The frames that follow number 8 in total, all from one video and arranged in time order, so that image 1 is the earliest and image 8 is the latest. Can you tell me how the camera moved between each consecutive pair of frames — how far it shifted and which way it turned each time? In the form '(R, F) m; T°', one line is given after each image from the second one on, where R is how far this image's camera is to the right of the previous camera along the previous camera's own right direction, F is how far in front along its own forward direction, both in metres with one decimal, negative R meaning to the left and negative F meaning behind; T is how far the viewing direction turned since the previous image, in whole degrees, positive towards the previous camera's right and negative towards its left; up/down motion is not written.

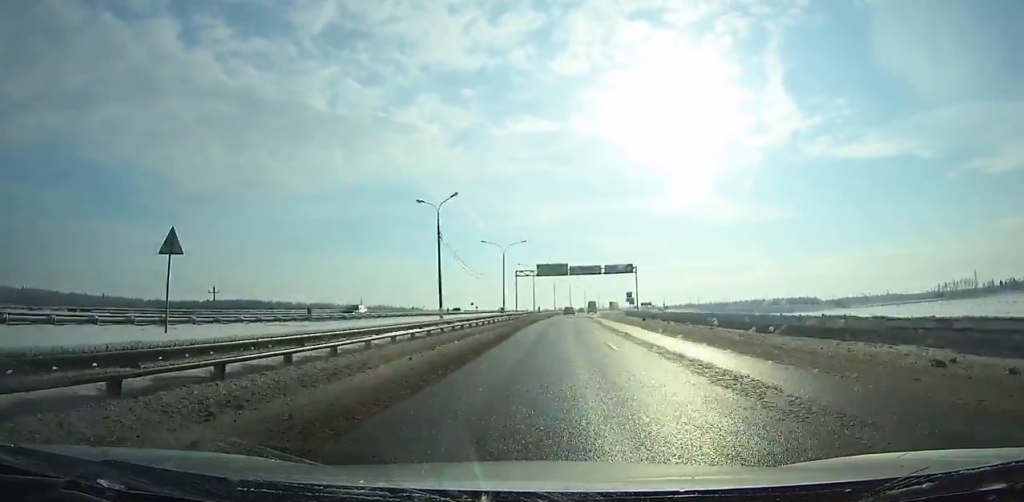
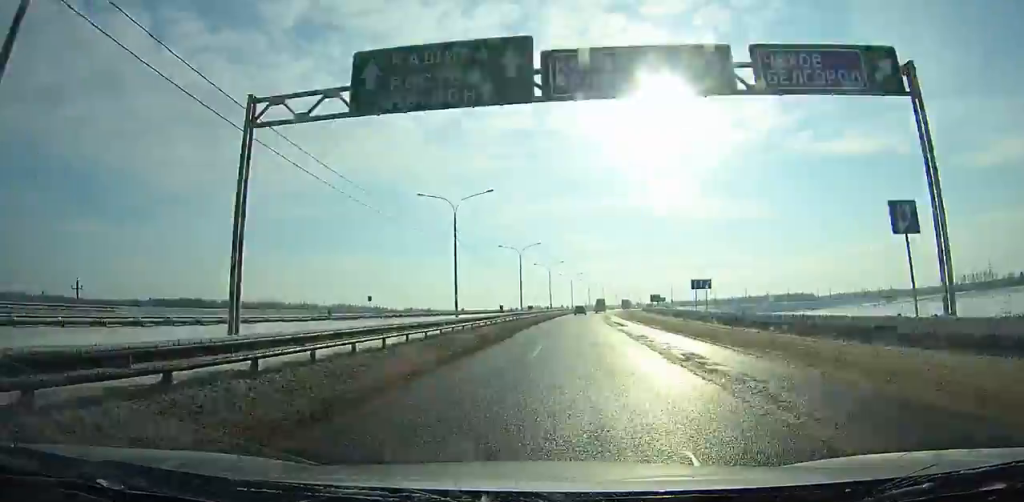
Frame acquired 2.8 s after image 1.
(+1.5, +79.7) m; +3°
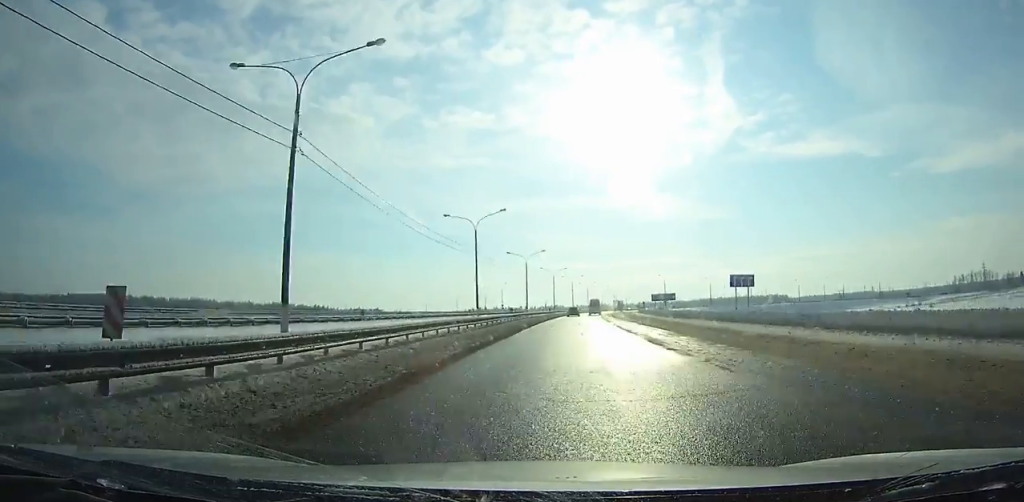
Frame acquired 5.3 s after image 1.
(+1.7, +70.5) m; +3°
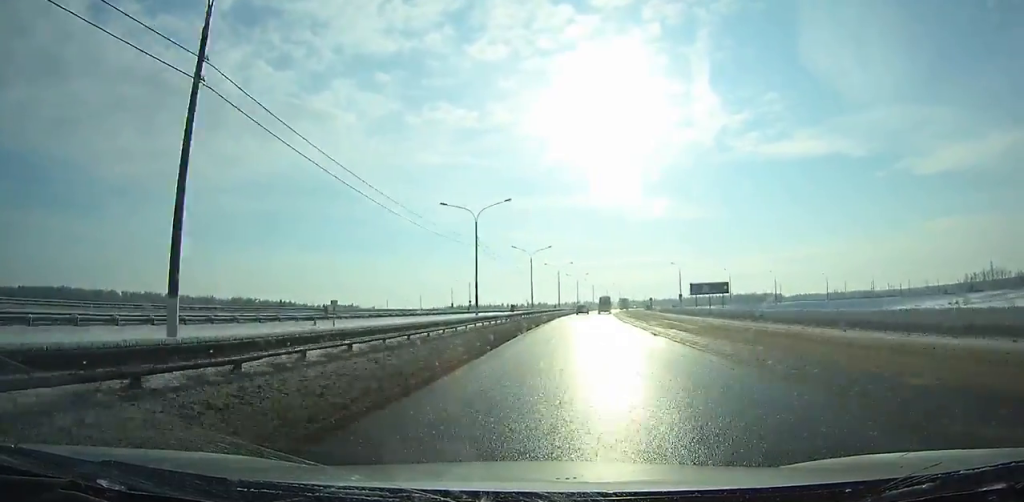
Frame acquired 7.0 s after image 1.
(+1.3, +47.3) m; +2°
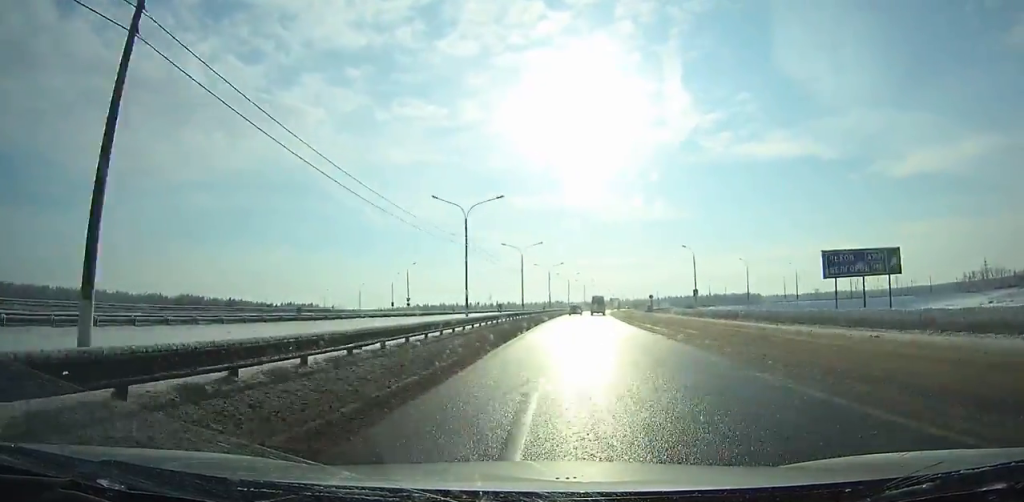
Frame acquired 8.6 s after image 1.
(+0.1, +44.5) m; +2°
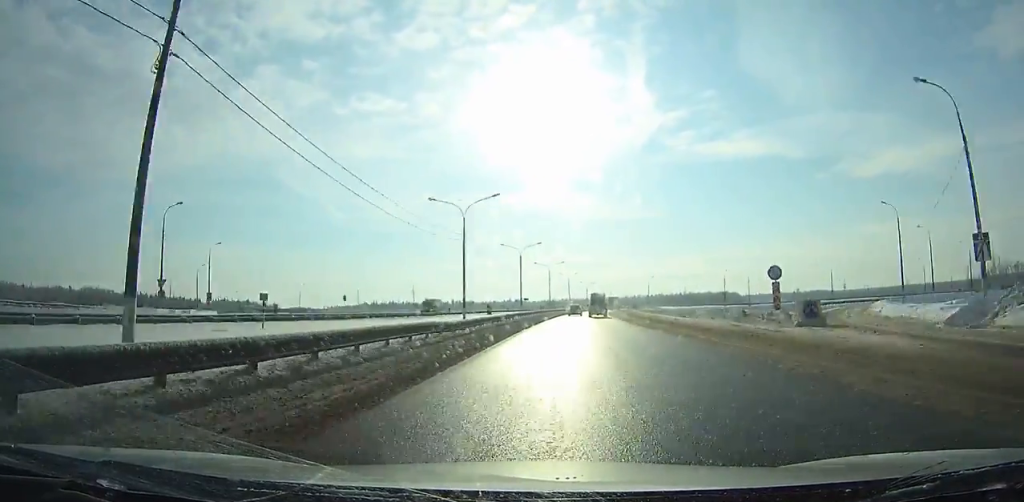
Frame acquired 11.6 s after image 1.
(+3.0, +82.1) m; +4°
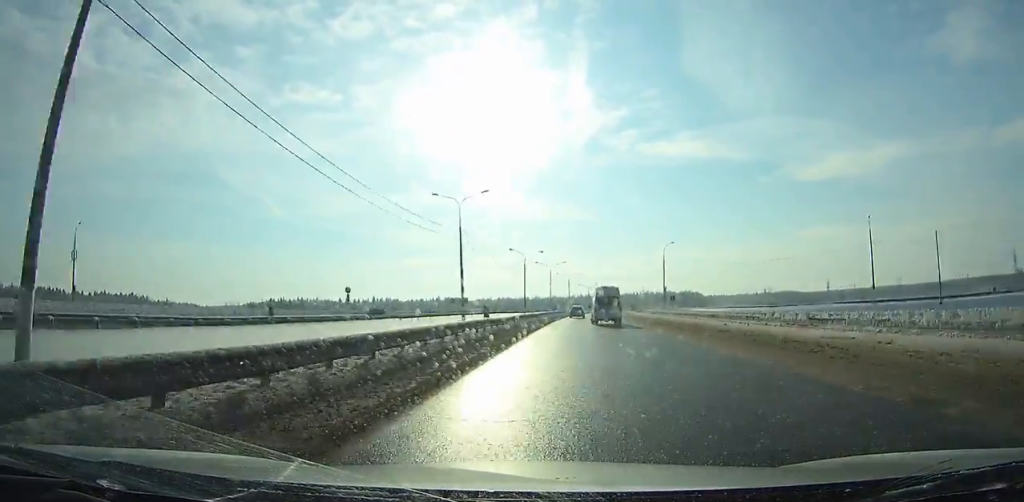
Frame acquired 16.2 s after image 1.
(+6.7, +123.3) m; +6°
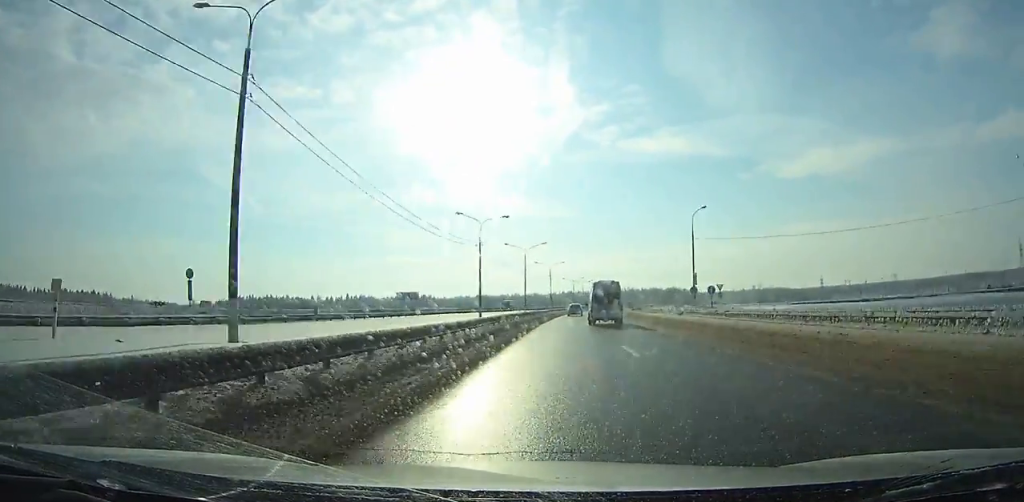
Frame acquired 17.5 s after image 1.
(-0.1, +34.5) m; +2°
